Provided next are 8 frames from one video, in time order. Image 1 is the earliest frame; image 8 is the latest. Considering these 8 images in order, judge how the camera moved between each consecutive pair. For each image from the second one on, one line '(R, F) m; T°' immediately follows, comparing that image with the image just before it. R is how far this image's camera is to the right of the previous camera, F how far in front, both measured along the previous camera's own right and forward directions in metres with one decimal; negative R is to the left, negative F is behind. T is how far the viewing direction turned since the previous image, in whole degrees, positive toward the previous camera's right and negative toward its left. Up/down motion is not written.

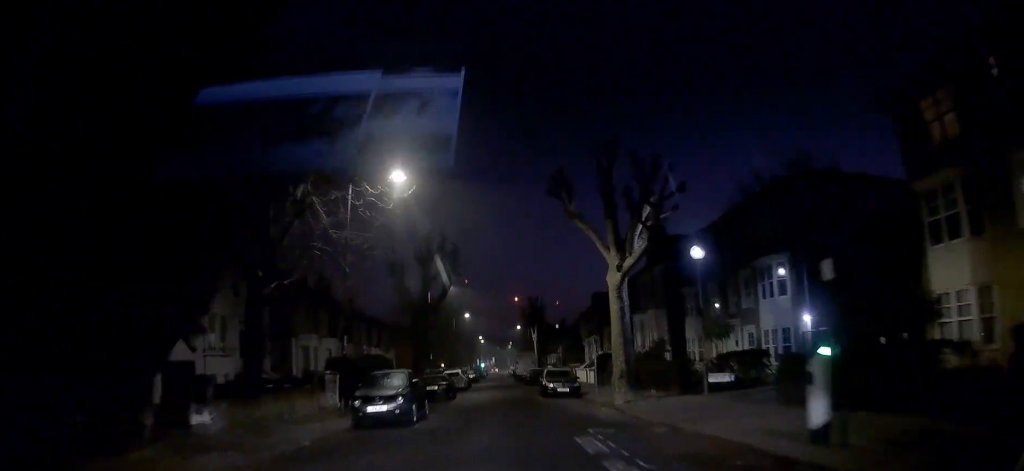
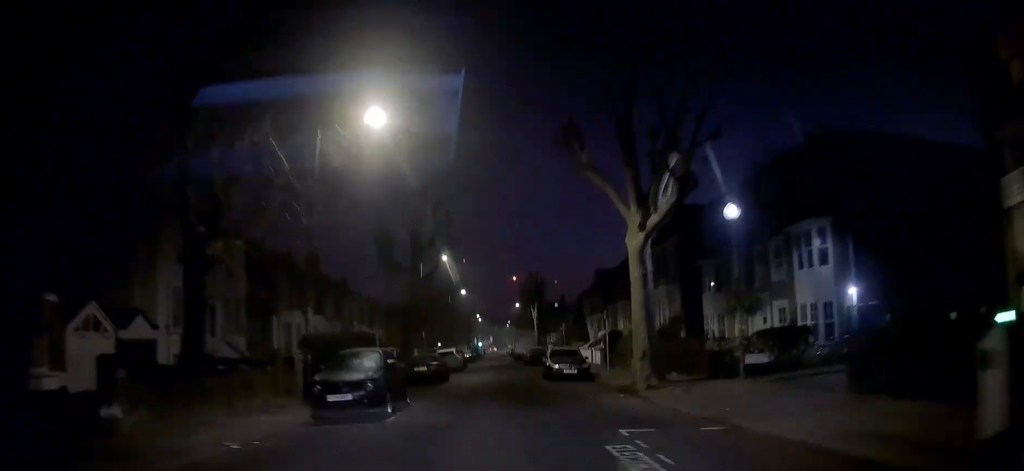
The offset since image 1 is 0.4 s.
(0.0, +3.8) m; 0°
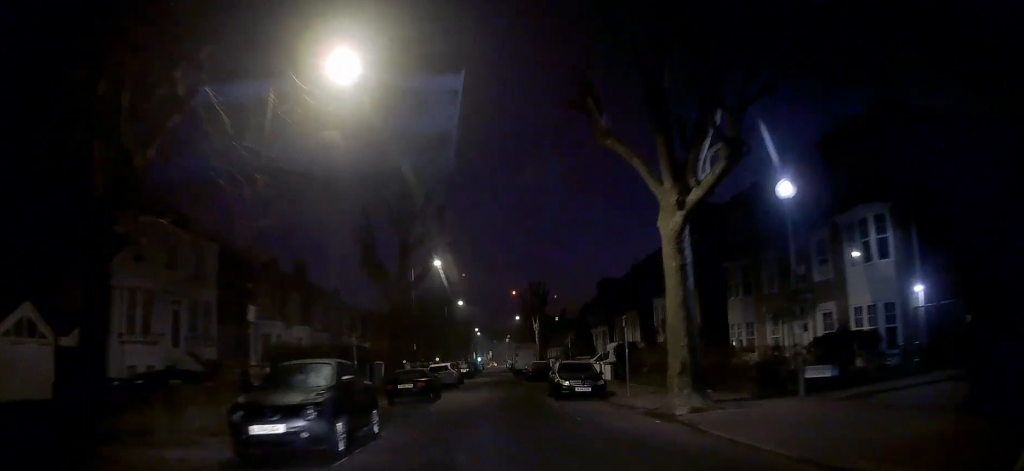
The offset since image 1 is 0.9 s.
(0.0, +4.1) m; 0°
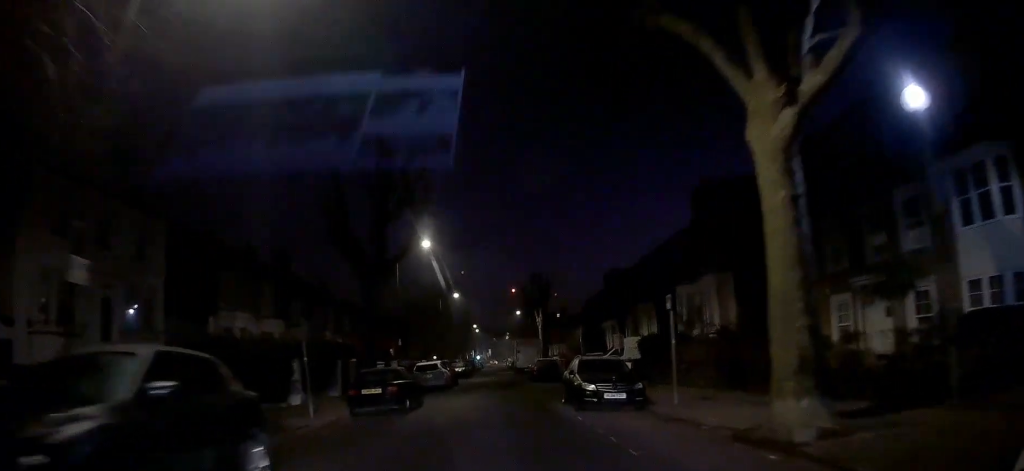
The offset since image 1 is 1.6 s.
(0.0, +6.0) m; 0°
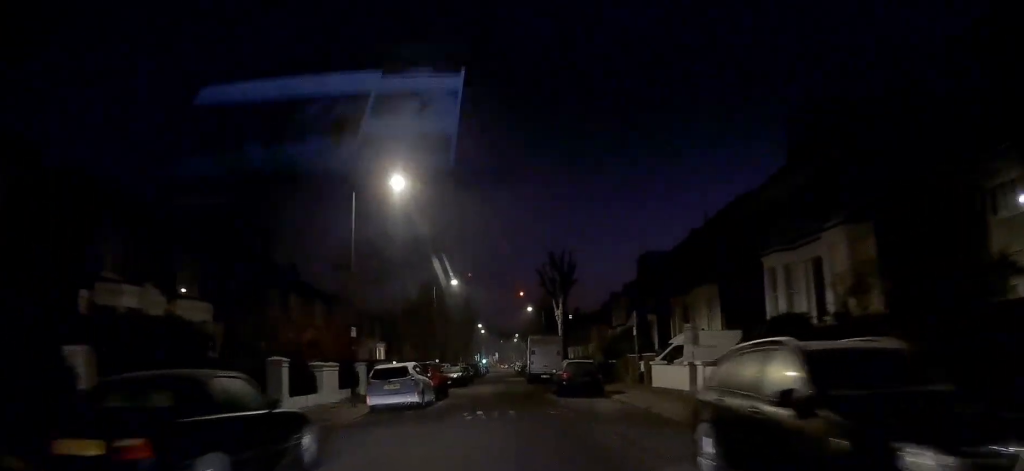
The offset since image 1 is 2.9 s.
(-0.1, +12.5) m; -2°
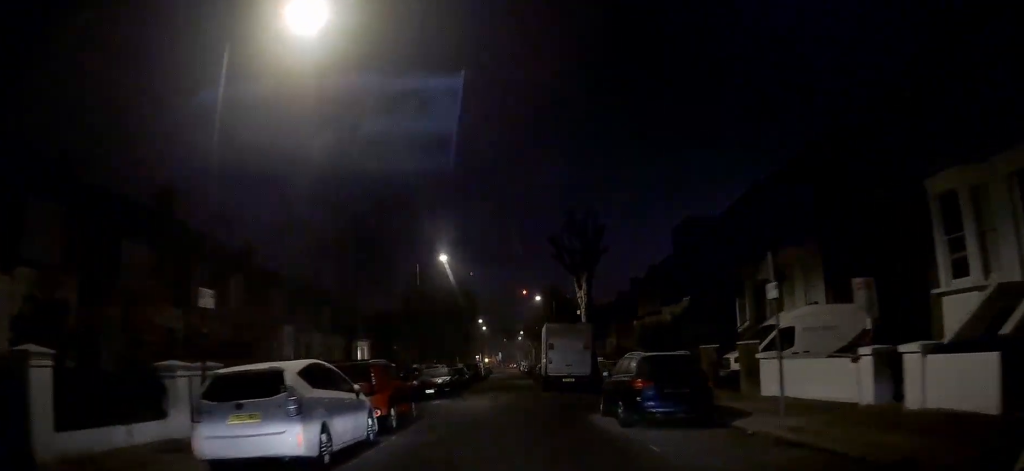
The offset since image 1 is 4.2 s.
(-0.3, +11.8) m; 0°
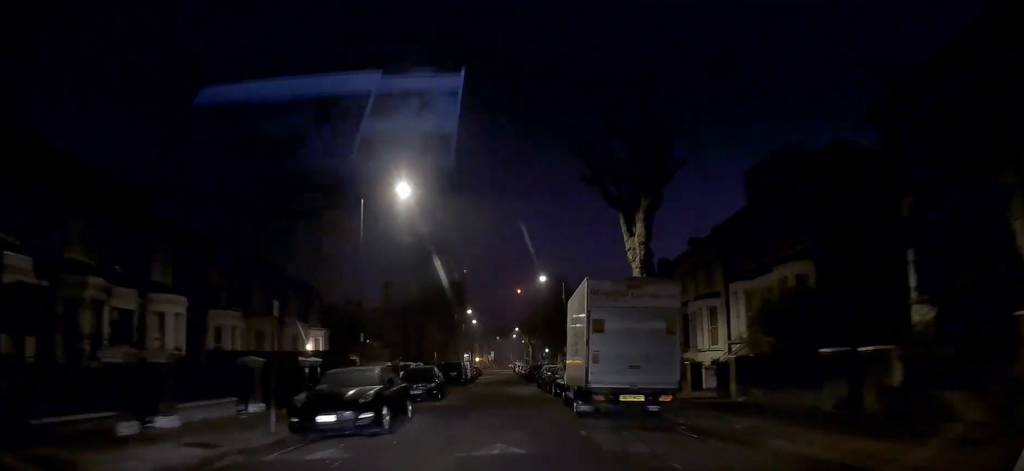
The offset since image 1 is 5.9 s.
(+0.7, +15.3) m; +1°
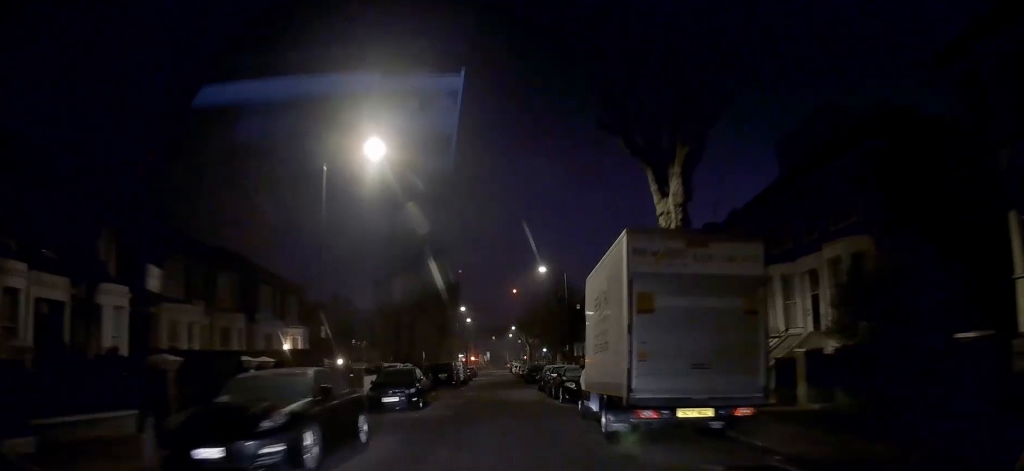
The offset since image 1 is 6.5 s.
(0.0, +4.9) m; 0°
